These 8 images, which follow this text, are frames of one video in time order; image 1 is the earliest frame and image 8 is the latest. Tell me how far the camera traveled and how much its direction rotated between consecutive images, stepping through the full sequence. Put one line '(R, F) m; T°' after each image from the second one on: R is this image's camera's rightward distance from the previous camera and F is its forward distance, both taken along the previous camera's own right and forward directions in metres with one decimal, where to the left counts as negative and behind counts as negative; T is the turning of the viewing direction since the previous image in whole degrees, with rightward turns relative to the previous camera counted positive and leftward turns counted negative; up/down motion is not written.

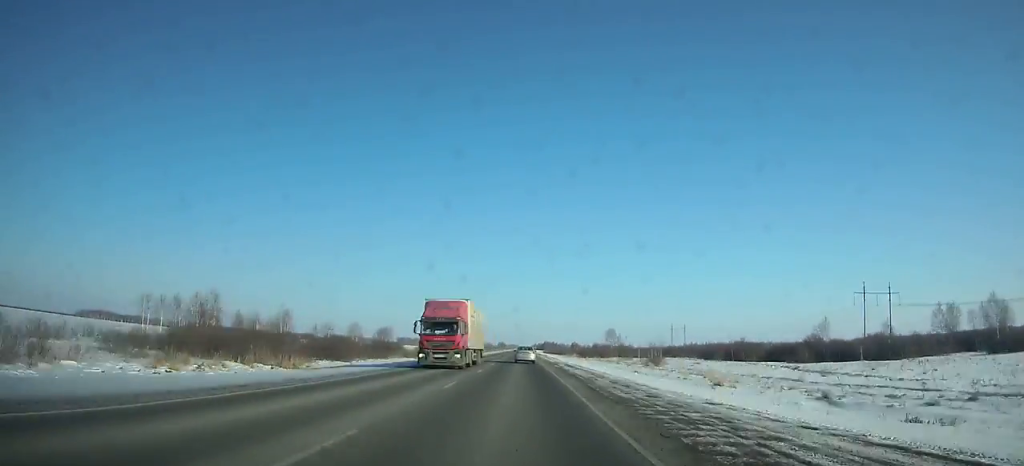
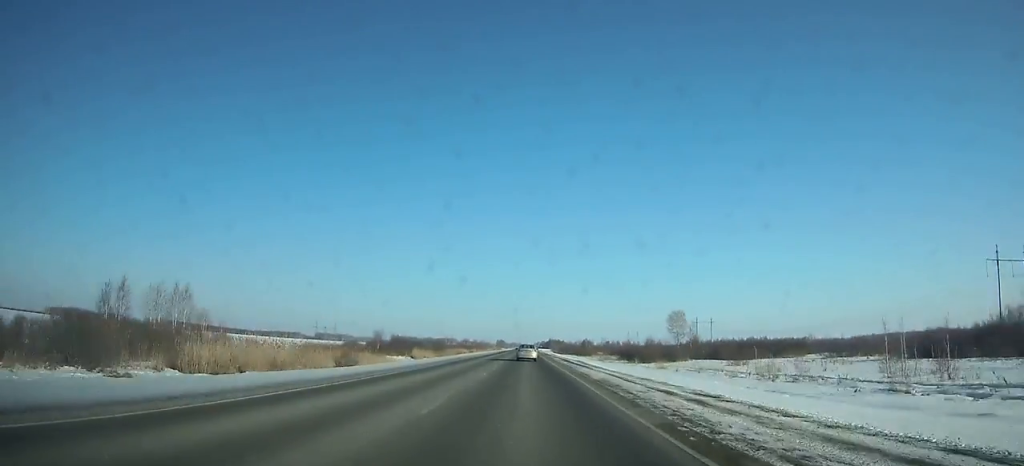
(-0.1, +78.6) m; 0°
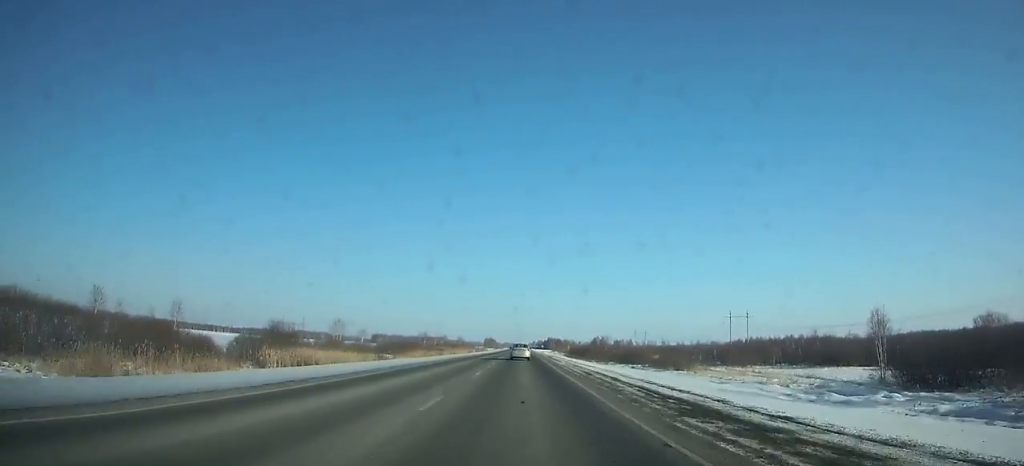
(+0.1, +94.1) m; 0°
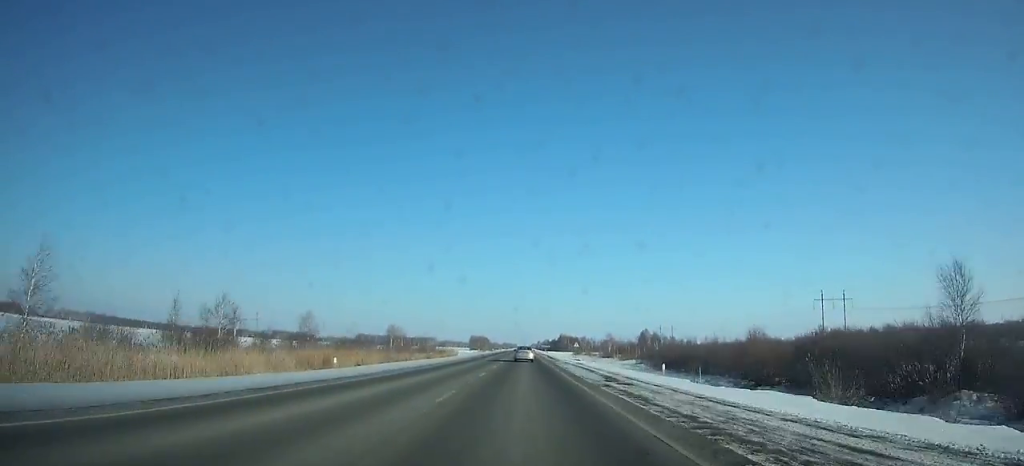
(+0.1, +127.9) m; 0°
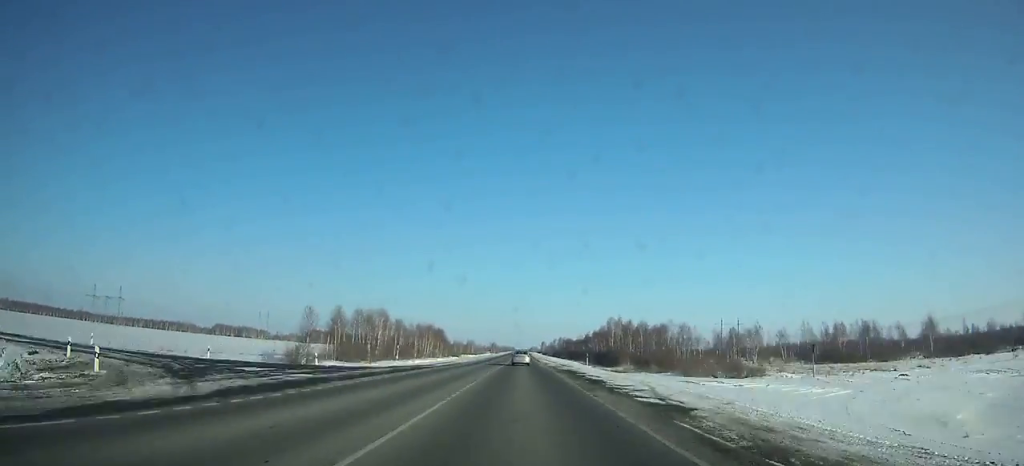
(-0.1, +204.2) m; 0°
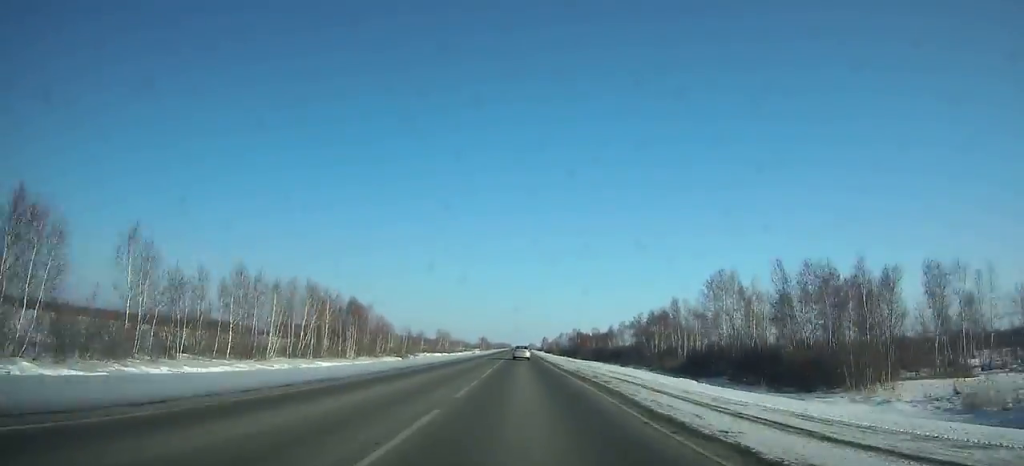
(-0.1, +83.0) m; 0°
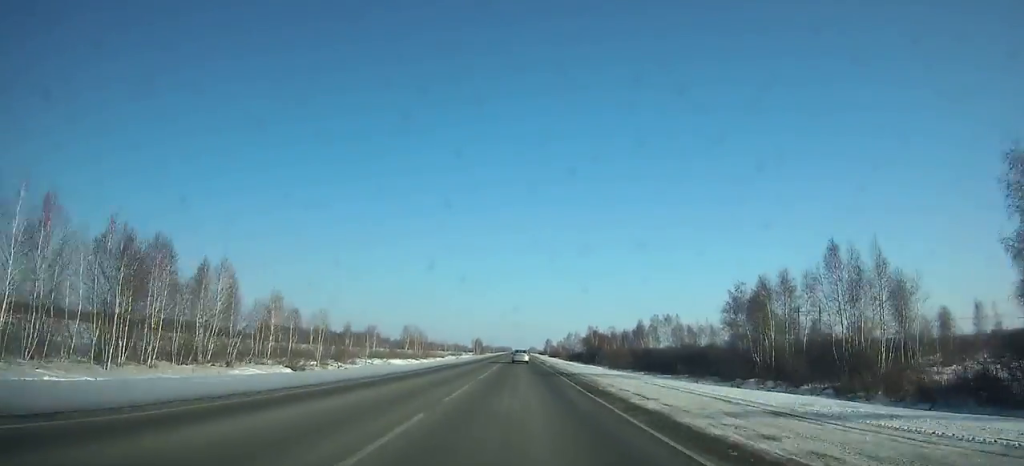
(+0.1, +49.0) m; 0°
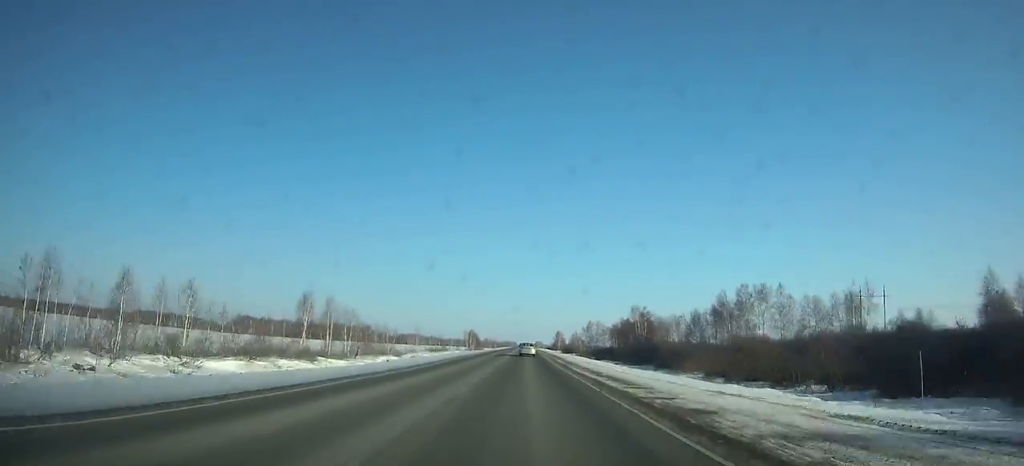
(+0.1, +58.2) m; 0°
